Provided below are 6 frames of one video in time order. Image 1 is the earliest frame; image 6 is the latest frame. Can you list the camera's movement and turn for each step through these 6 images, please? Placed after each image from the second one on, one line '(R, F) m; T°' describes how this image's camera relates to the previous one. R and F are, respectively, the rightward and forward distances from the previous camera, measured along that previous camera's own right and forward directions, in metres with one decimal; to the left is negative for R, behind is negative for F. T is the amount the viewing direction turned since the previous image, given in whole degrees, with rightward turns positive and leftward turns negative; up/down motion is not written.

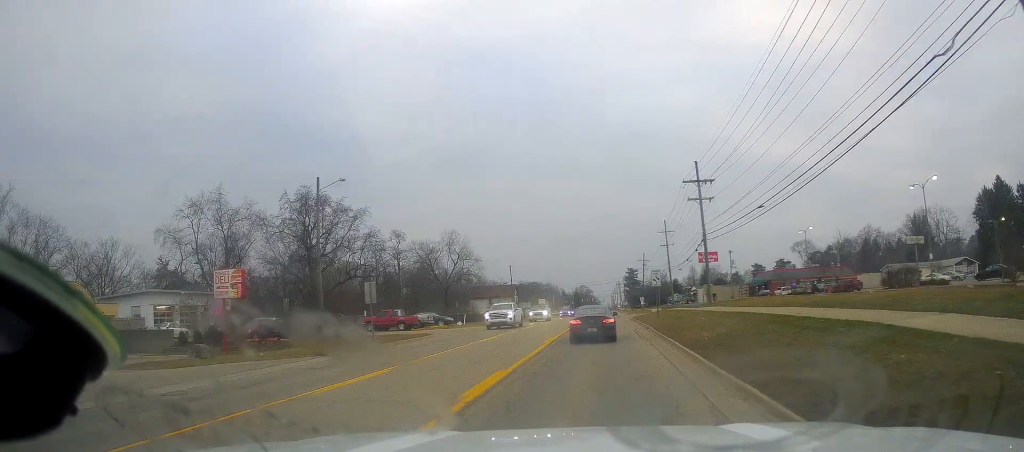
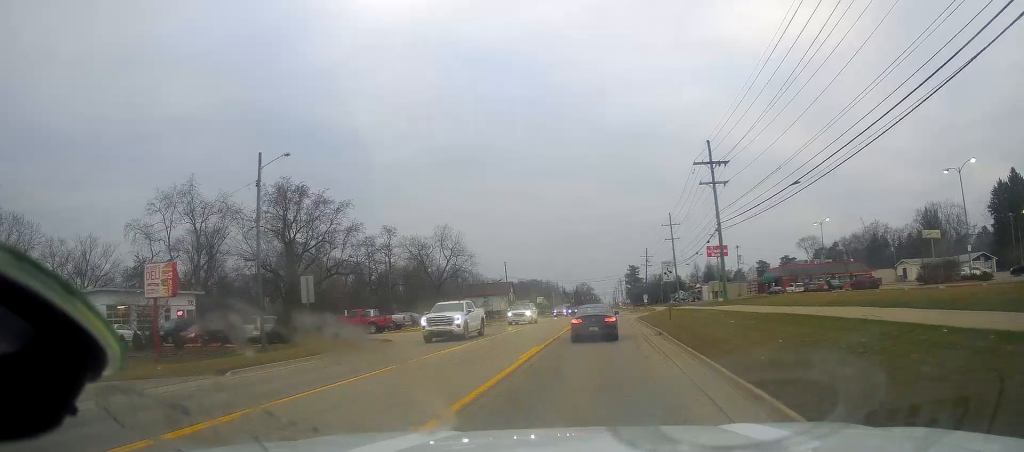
(-0.2, +6.7) m; 0°
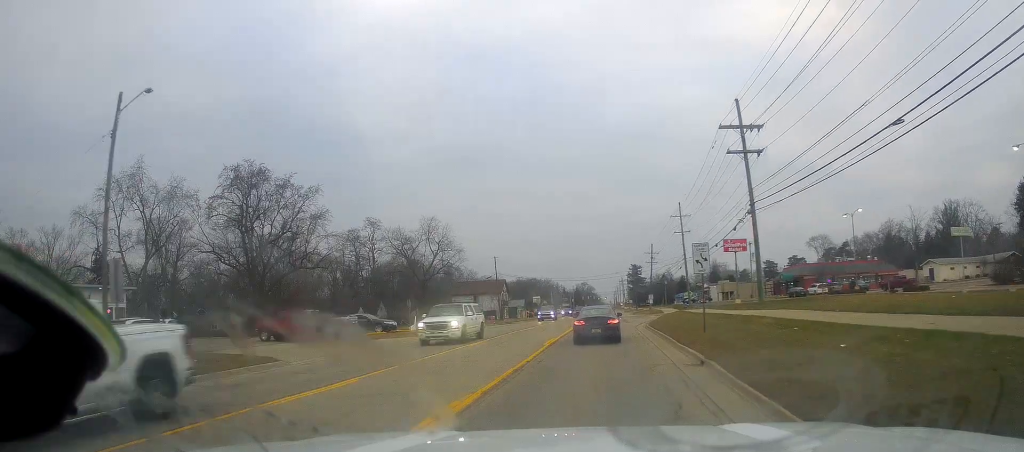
(+0.3, +10.6) m; 0°
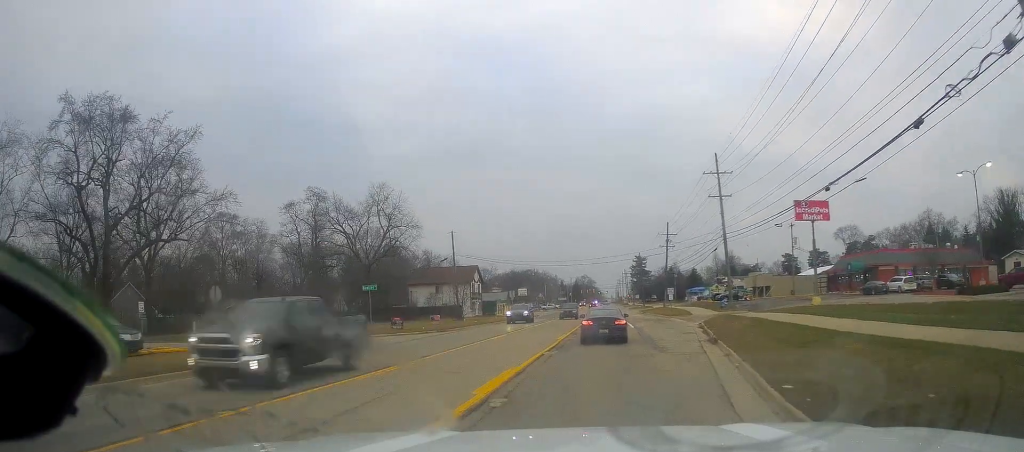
(-0.6, +27.1) m; -1°
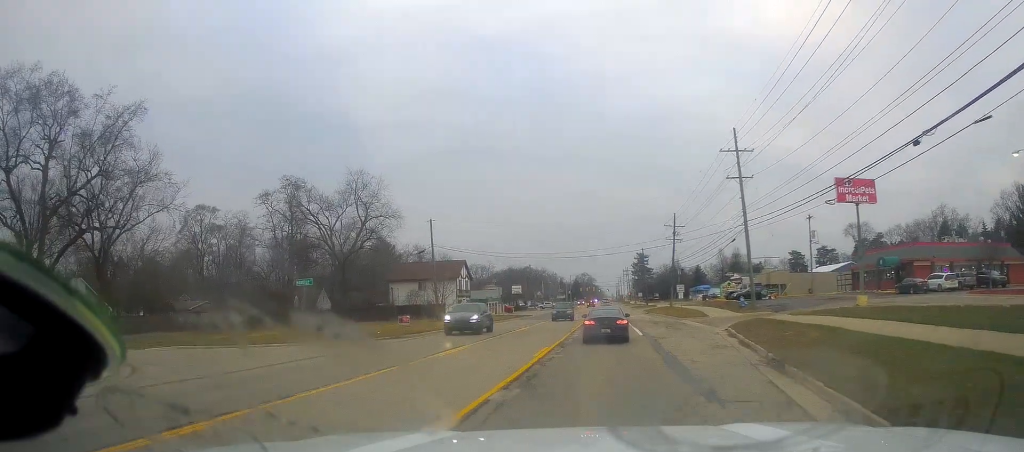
(-0.1, +8.5) m; +1°
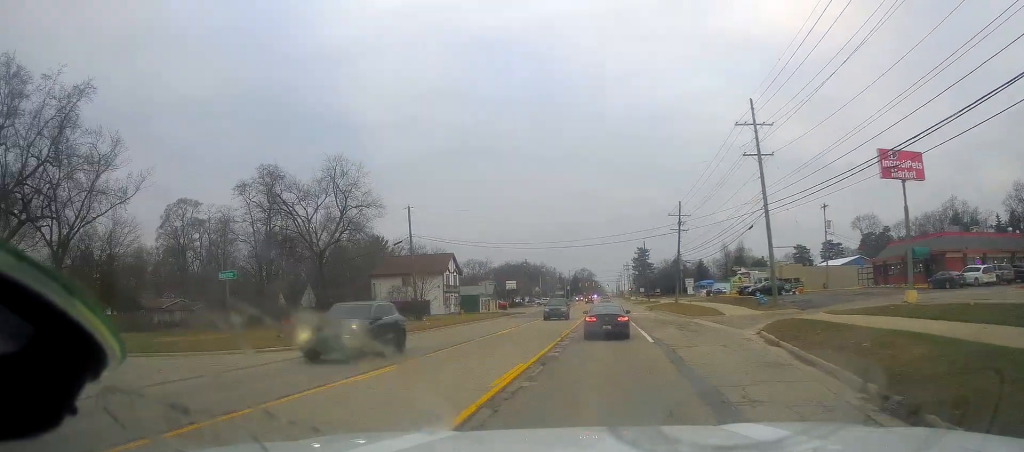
(+0.2, +6.6) m; +1°
